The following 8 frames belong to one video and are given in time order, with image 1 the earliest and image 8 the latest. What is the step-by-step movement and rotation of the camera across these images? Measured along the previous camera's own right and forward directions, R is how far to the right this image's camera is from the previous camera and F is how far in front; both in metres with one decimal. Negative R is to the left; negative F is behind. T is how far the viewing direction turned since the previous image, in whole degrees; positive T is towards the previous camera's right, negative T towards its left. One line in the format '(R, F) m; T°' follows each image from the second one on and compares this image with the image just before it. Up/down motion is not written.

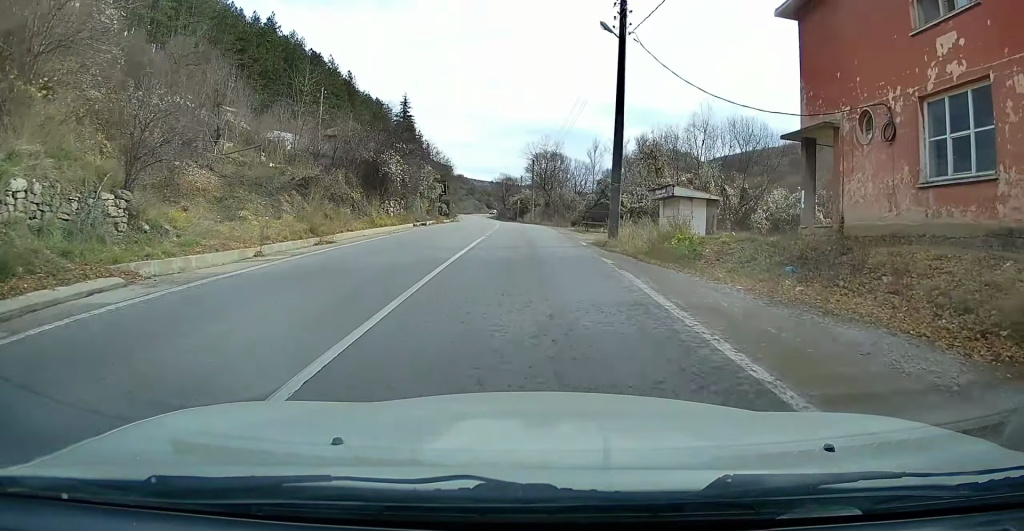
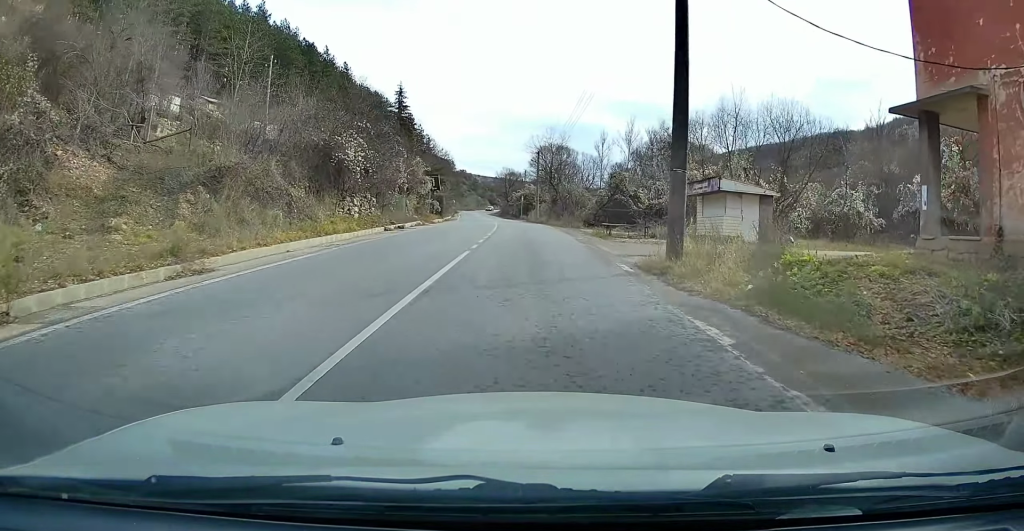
(+0.2, +7.6) m; +1°
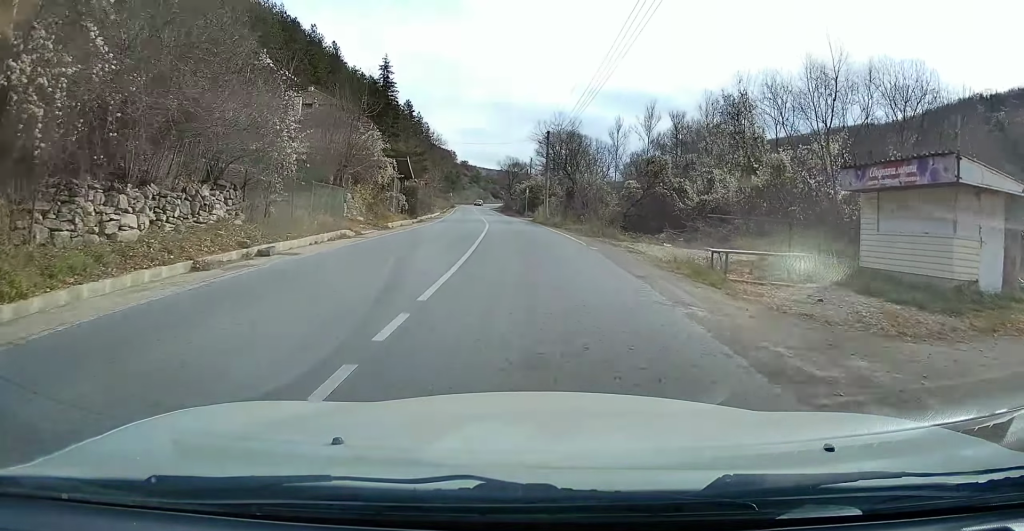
(-0.2, +15.3) m; -2°
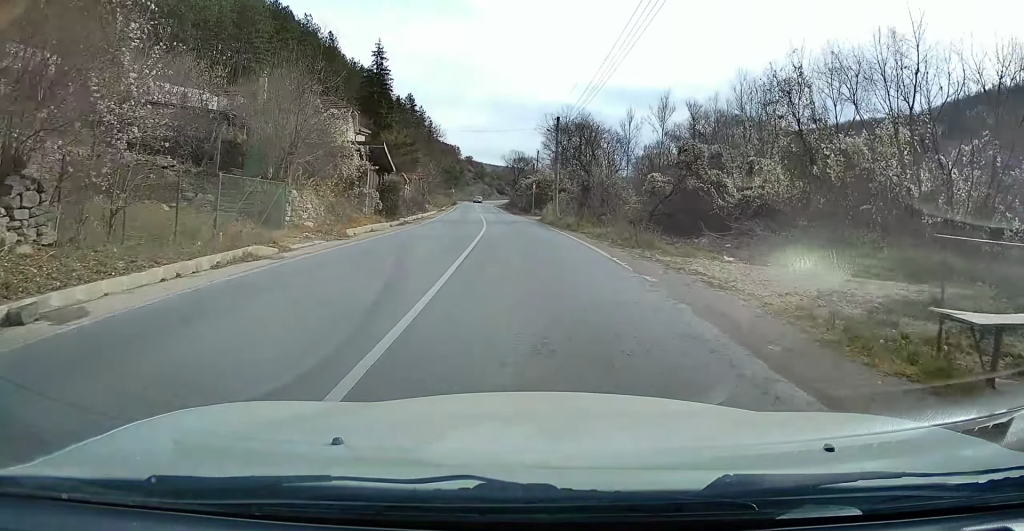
(-0.2, +7.0) m; 0°
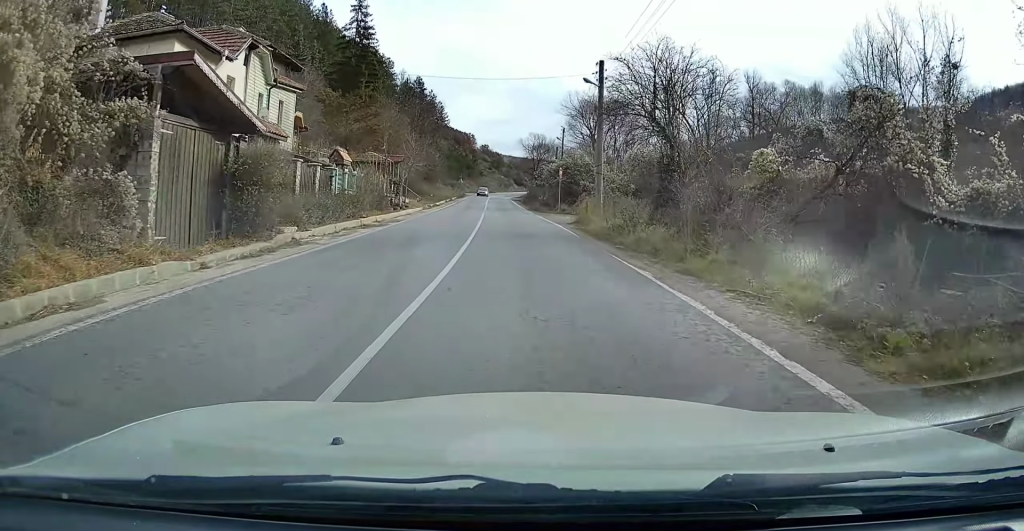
(+0.1, +17.9) m; -1°
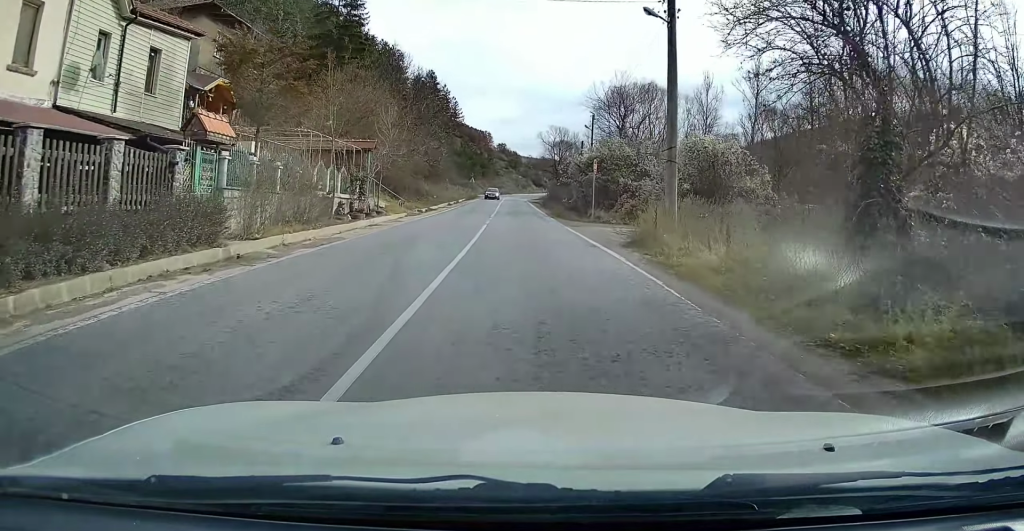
(-0.4, +12.1) m; -2°
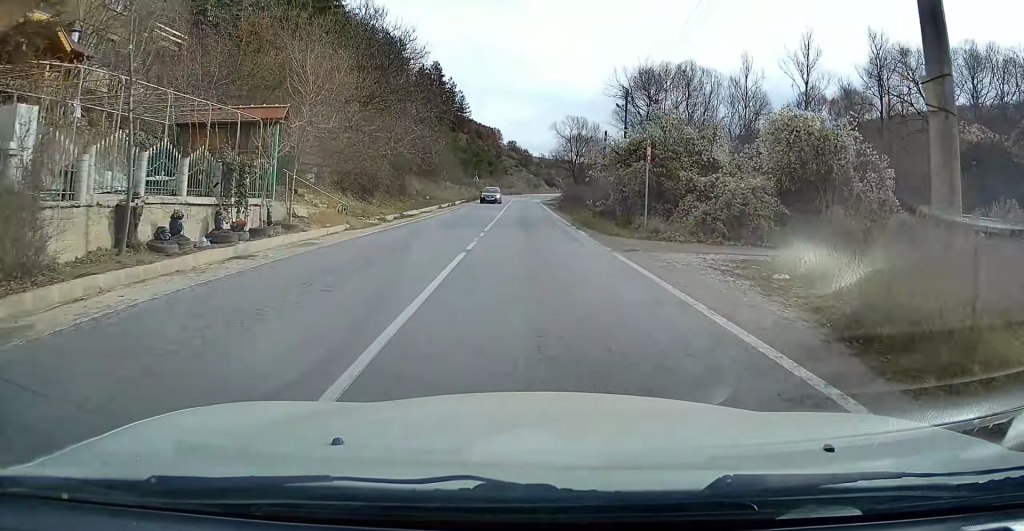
(-0.1, +11.8) m; -1°
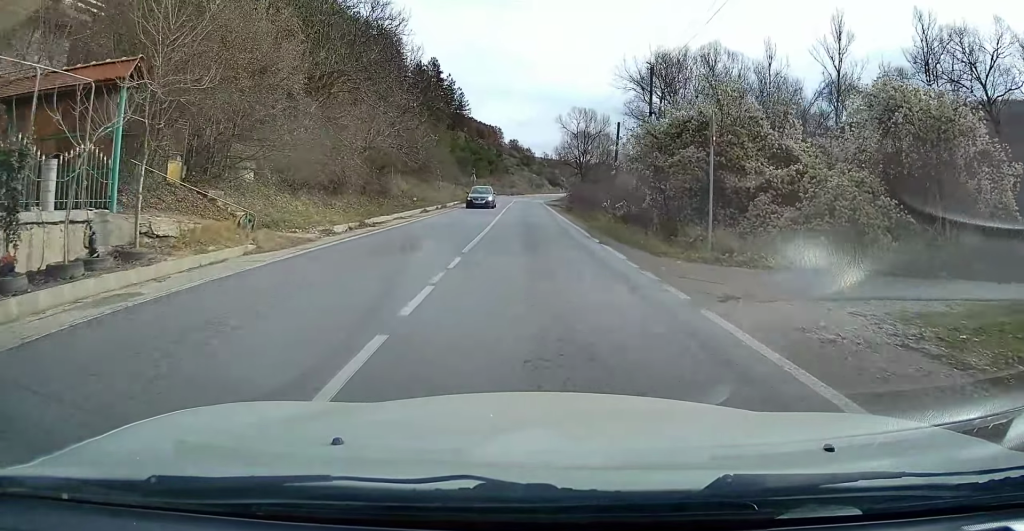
(0.0, +7.4) m; 0°
